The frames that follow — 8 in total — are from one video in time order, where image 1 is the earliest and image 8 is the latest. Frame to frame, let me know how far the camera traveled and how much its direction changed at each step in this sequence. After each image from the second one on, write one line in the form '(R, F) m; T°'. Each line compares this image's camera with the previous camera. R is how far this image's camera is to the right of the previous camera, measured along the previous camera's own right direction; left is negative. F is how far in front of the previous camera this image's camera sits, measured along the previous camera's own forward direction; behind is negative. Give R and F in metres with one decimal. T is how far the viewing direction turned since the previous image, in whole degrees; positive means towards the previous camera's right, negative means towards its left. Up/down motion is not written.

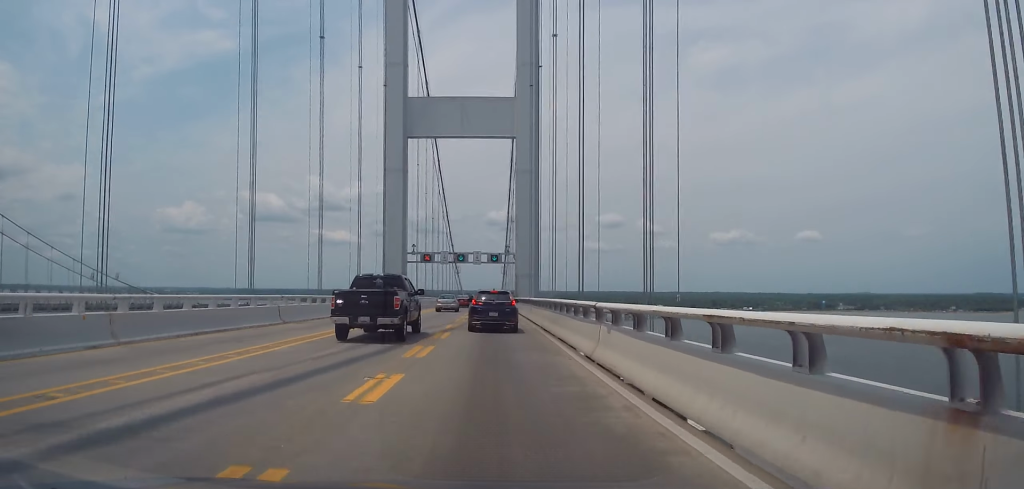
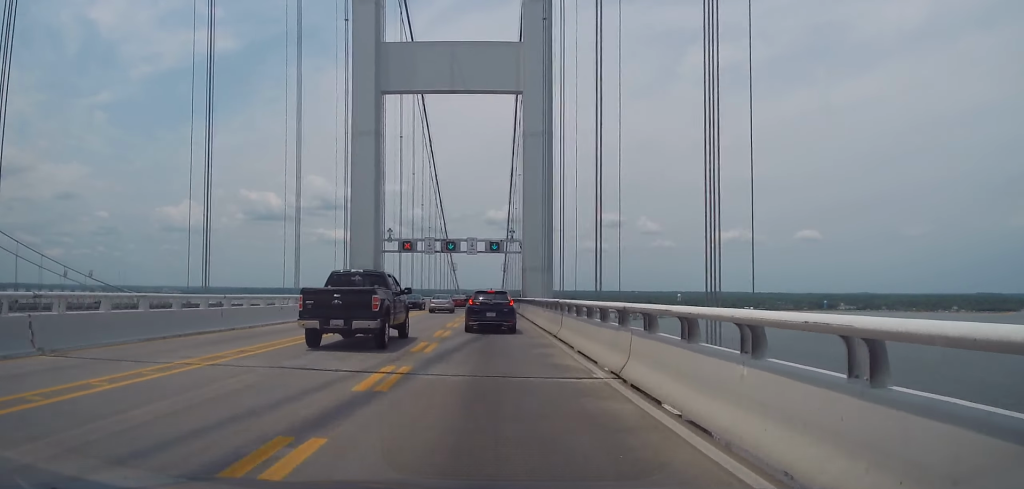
(+0.3, +17.4) m; +1°
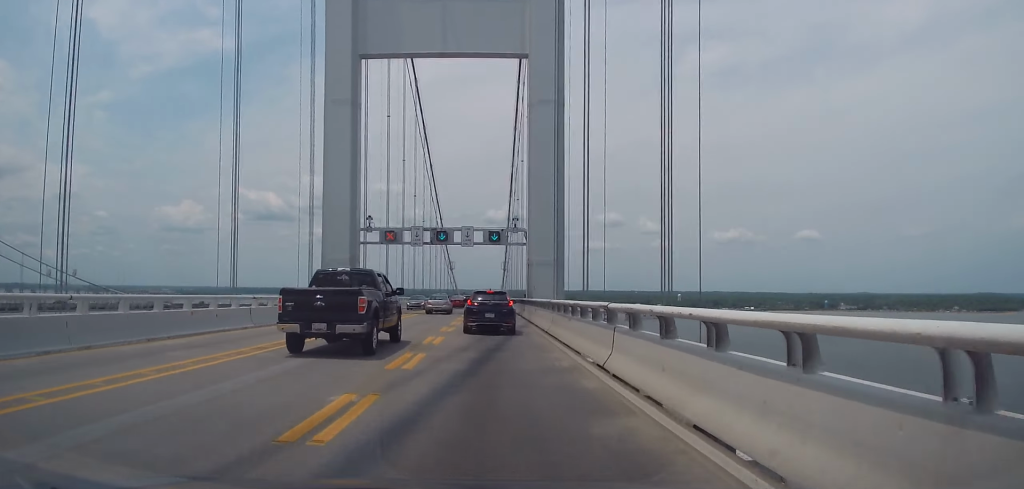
(0.0, +9.5) m; -1°
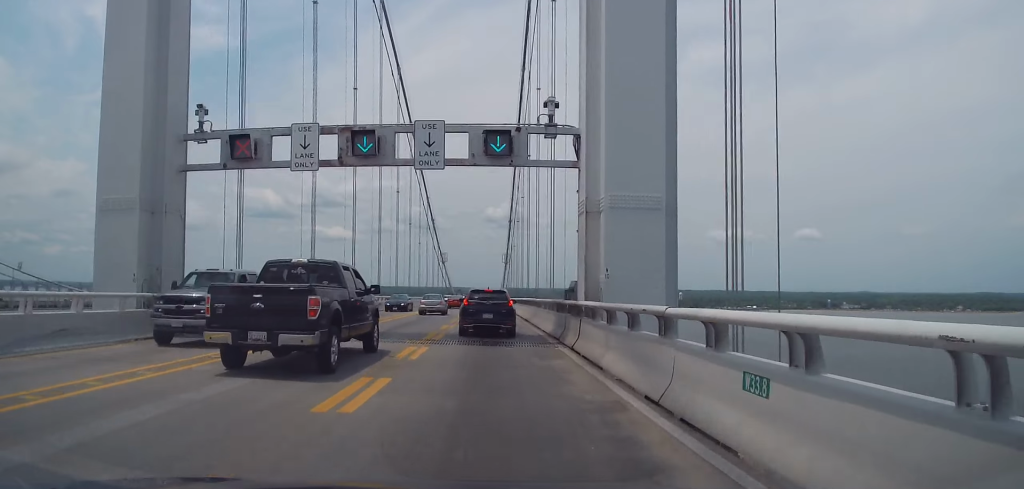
(-0.3, +28.8) m; 0°
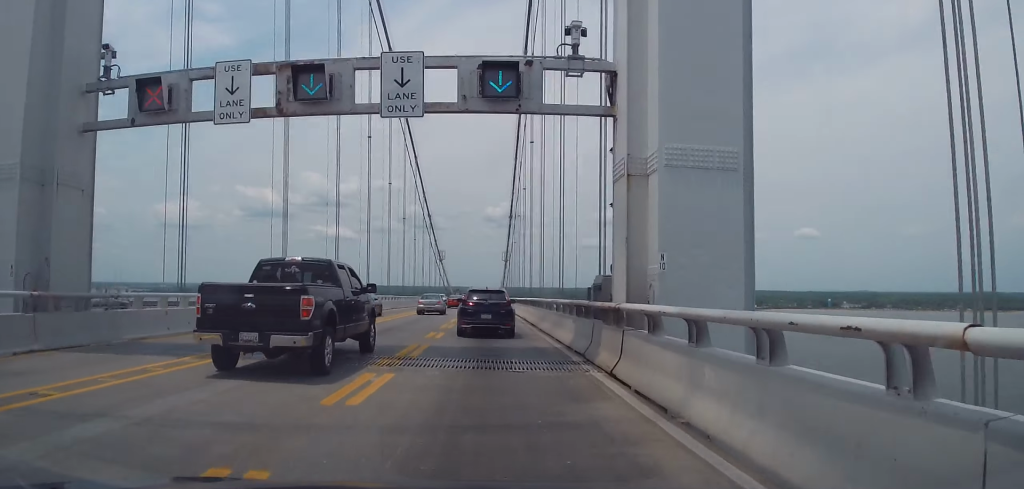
(+0.2, +5.6) m; 0°
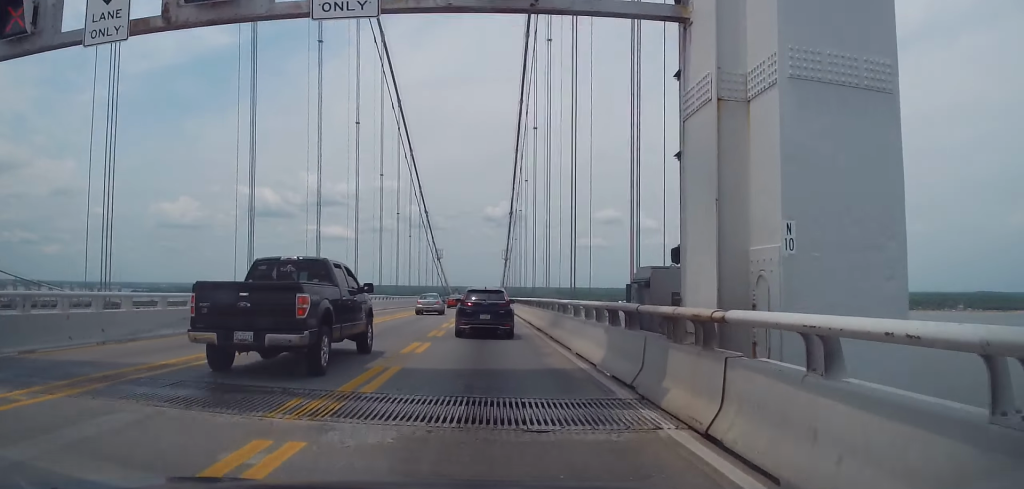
(-0.1, +5.0) m; -1°
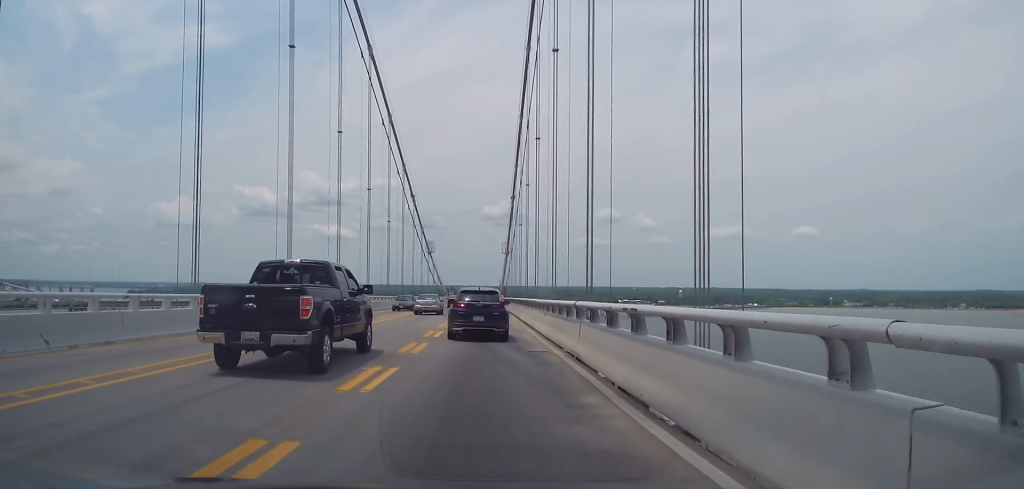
(-0.5, +18.0) m; -2°
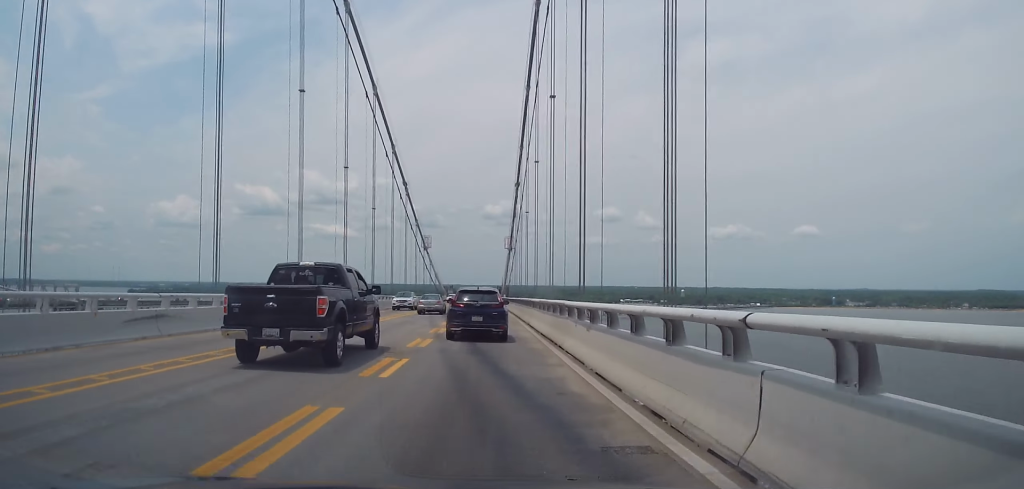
(0.0, +10.5) m; 0°
